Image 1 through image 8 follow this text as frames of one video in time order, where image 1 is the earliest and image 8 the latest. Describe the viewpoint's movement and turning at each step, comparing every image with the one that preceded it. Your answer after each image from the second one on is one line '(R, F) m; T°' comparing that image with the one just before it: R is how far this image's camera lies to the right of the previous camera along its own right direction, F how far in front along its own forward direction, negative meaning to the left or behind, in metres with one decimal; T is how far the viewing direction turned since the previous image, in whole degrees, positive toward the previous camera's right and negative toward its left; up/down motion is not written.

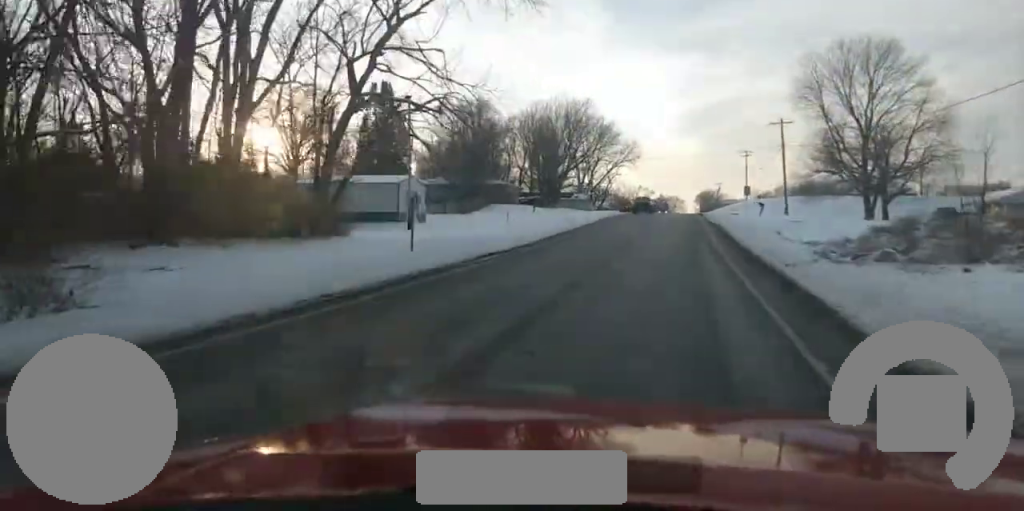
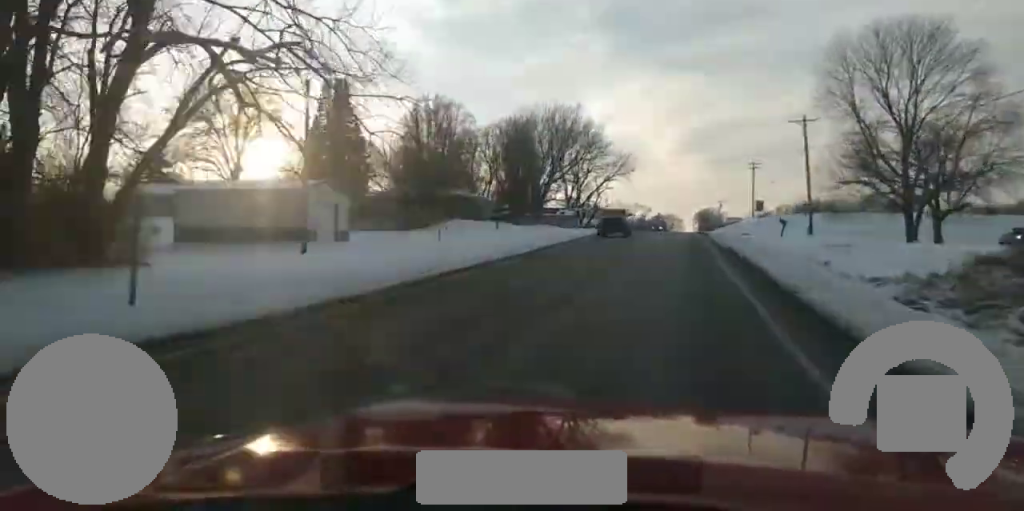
(0.0, +20.7) m; 0°
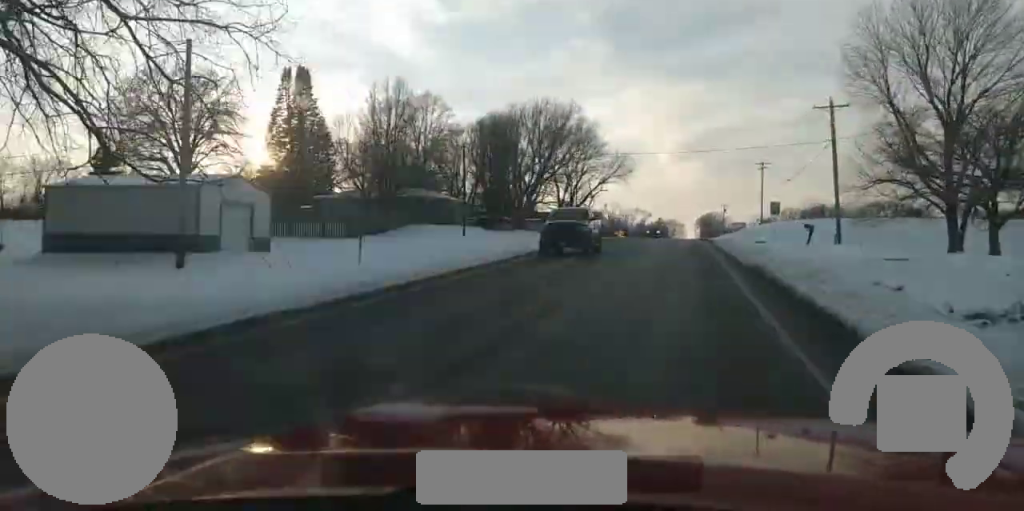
(0.0, +12.9) m; 0°
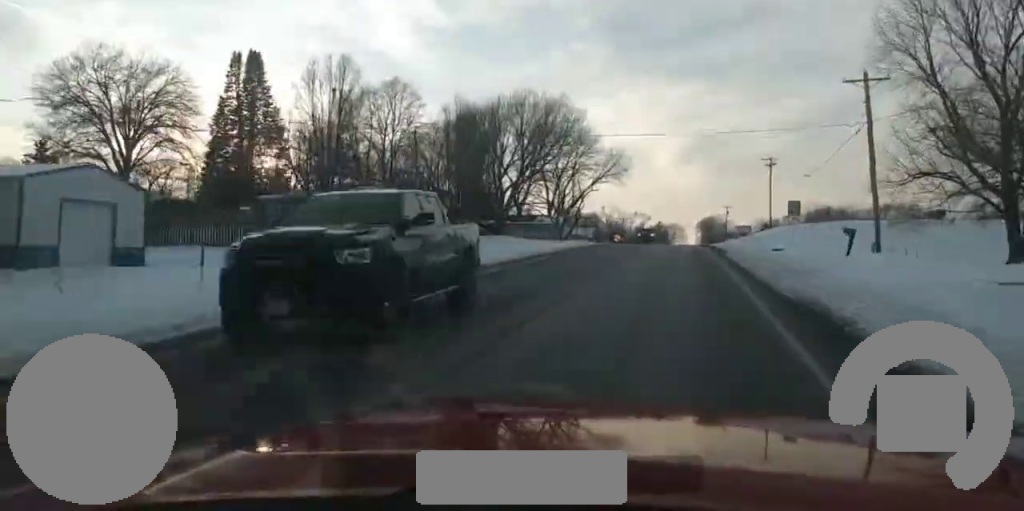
(0.0, +12.8) m; 0°
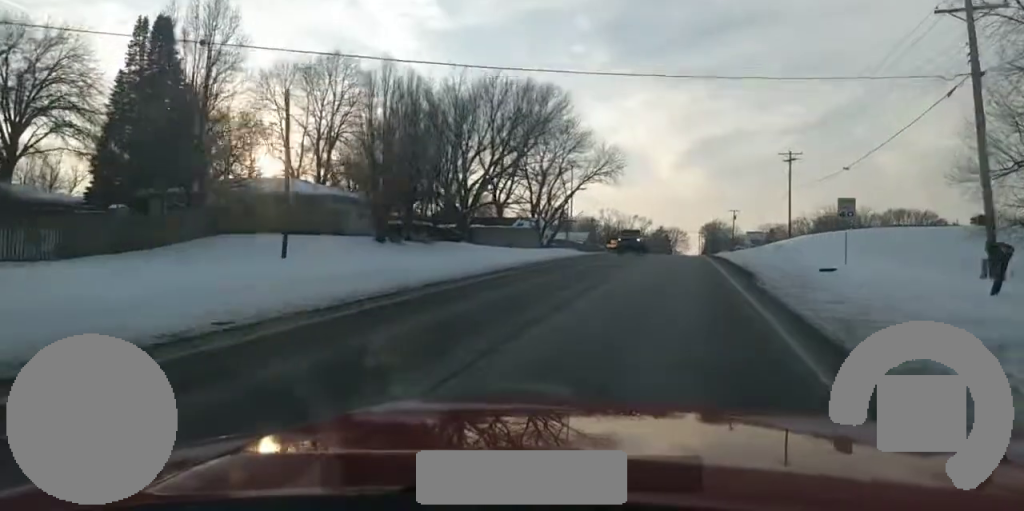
(-0.1, +17.8) m; 0°
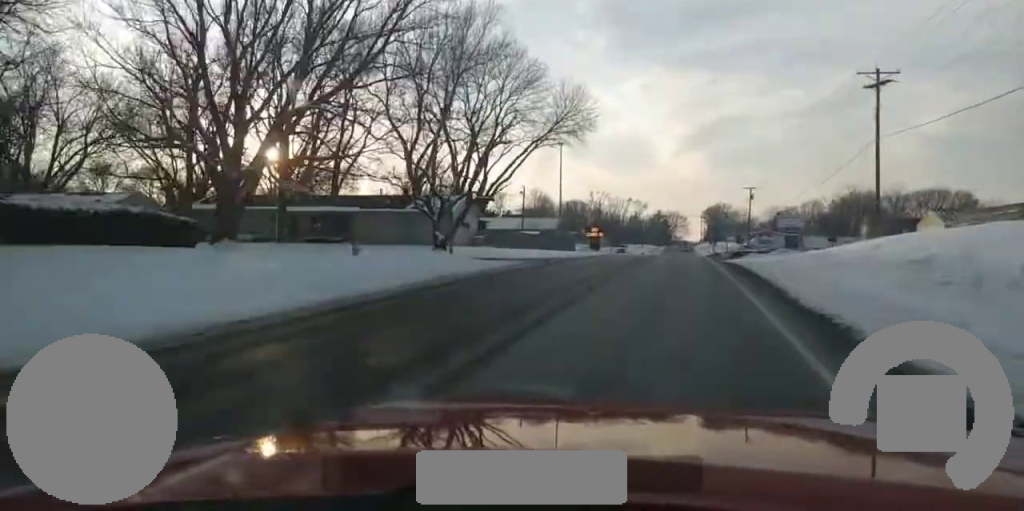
(-0.1, +39.9) m; 0°
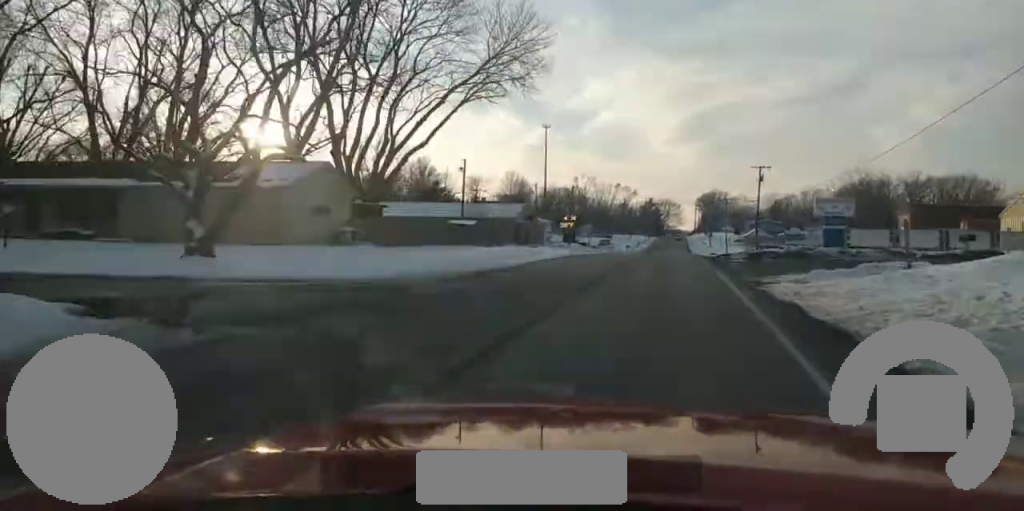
(+0.3, +25.5) m; +1°
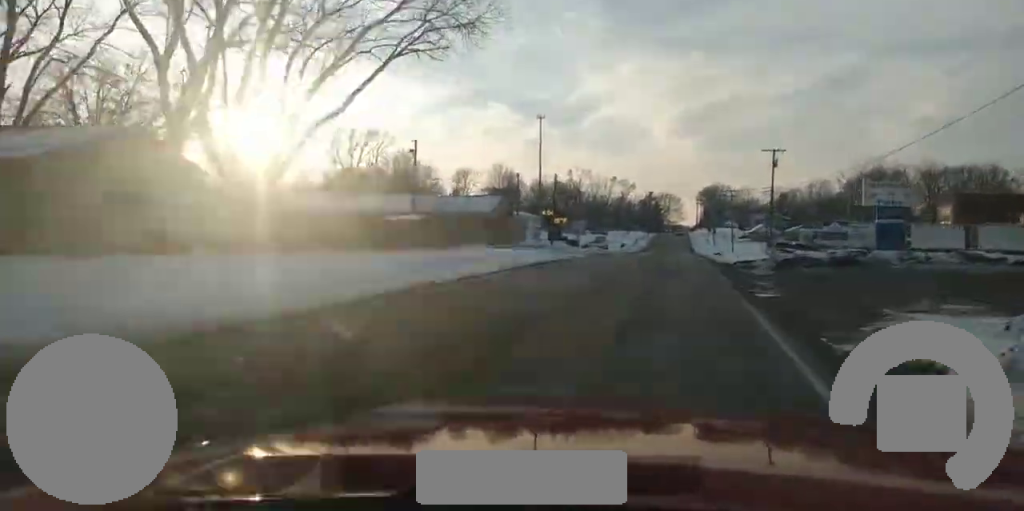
(-0.1, +14.2) m; 0°
